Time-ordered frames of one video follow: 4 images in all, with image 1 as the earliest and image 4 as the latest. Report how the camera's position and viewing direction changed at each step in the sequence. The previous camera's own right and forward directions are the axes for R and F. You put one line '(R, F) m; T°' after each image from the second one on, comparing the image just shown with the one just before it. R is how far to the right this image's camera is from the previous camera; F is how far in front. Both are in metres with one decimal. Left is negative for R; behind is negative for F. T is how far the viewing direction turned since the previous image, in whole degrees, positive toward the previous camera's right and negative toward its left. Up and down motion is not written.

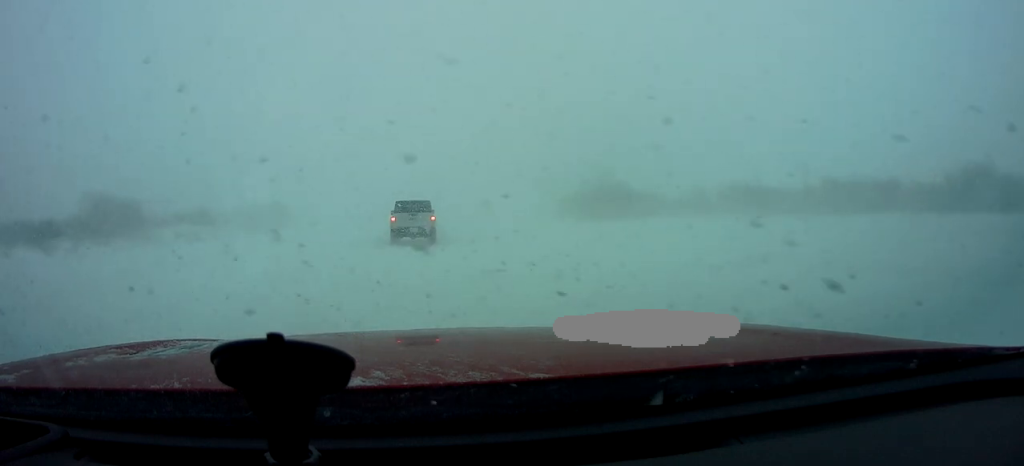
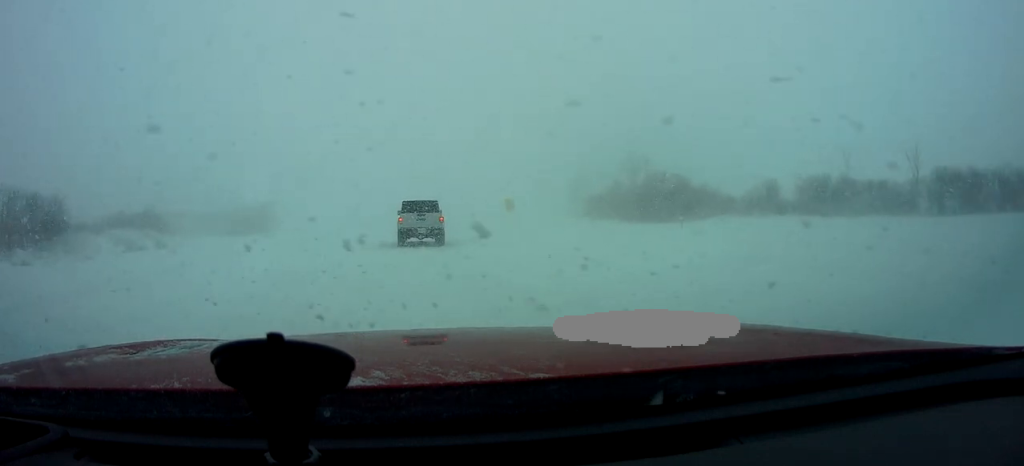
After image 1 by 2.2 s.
(0.0, +13.9) m; -2°
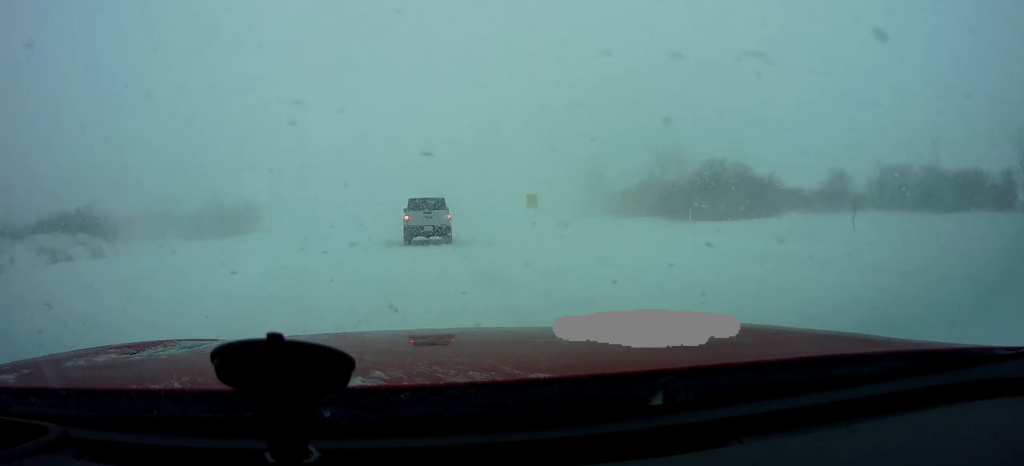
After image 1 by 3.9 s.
(-0.1, +10.6) m; +2°
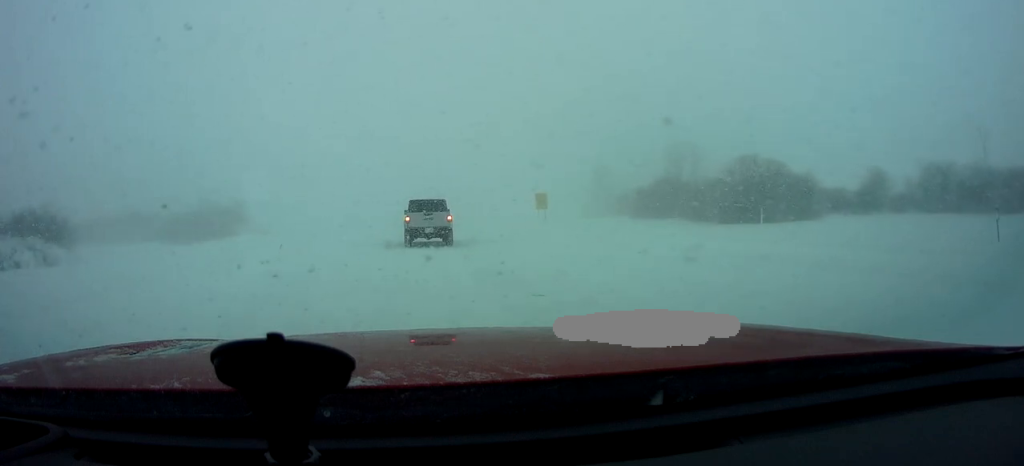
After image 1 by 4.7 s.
(+0.7, +5.6) m; 0°
